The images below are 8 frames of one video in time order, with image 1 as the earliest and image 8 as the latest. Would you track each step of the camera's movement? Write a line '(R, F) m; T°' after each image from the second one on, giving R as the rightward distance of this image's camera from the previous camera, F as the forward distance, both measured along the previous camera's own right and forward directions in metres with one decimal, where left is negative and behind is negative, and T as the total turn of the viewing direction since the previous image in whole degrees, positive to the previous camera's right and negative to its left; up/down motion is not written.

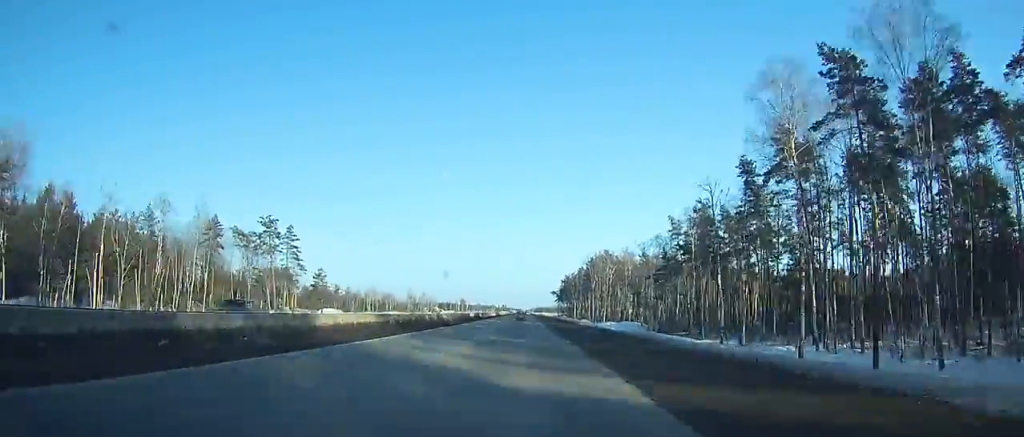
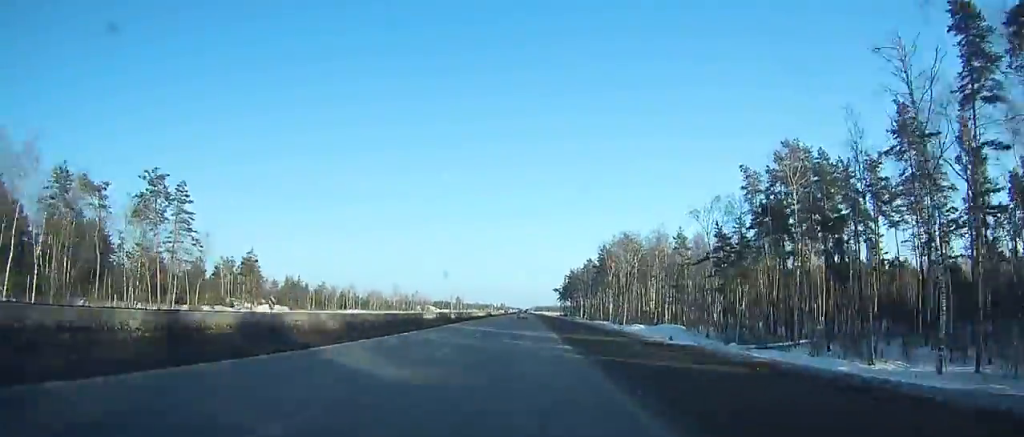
(-0.7, +34.3) m; 0°
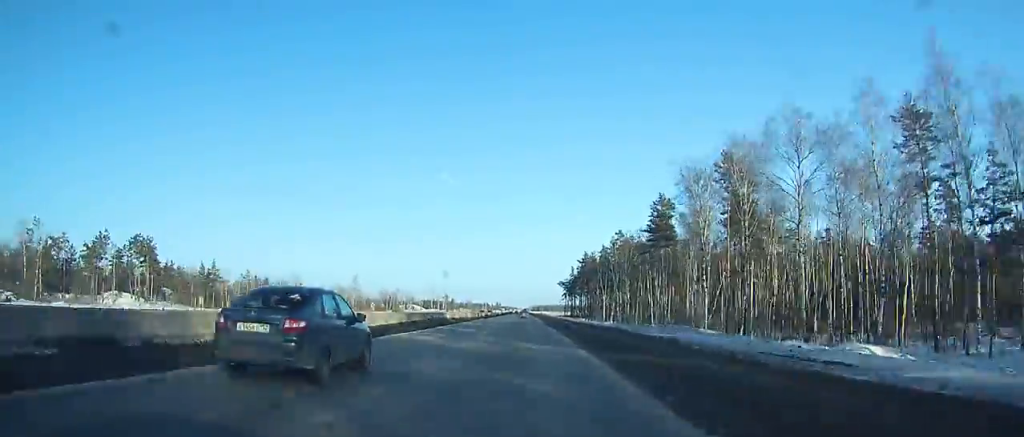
(0.0, +67.8) m; 0°
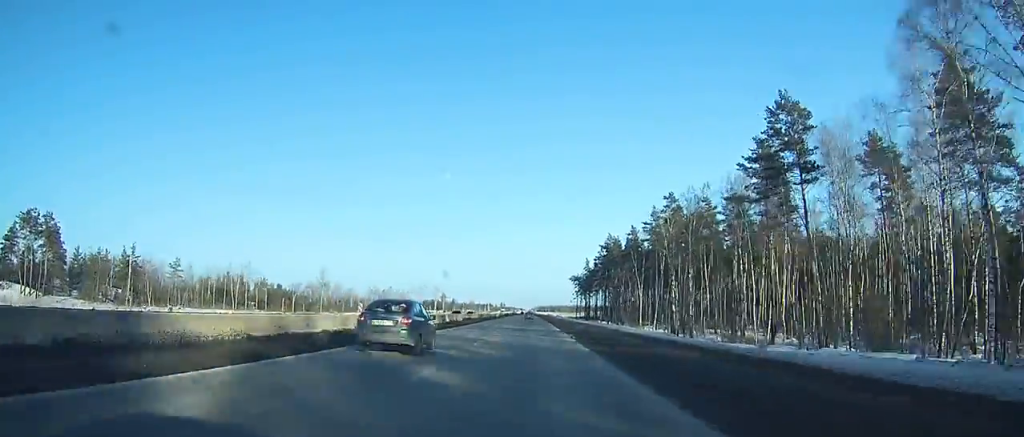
(+0.2, +42.1) m; 0°
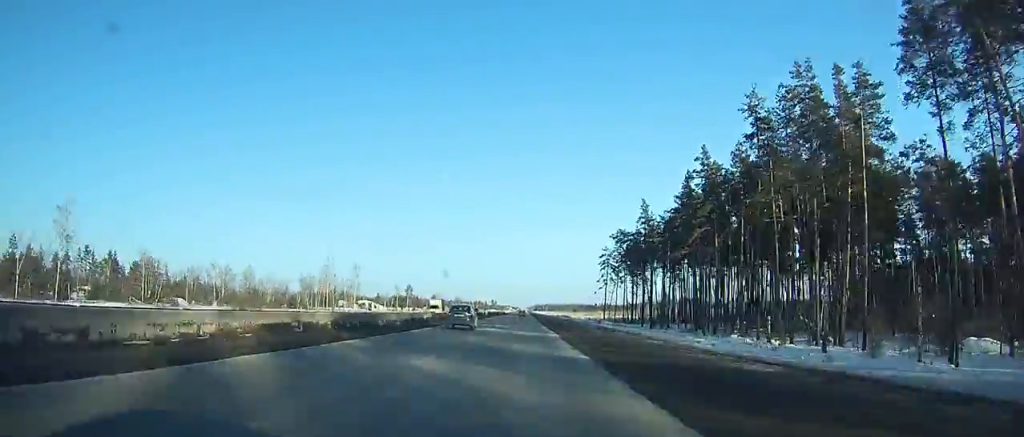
(+0.4, +115.2) m; 0°
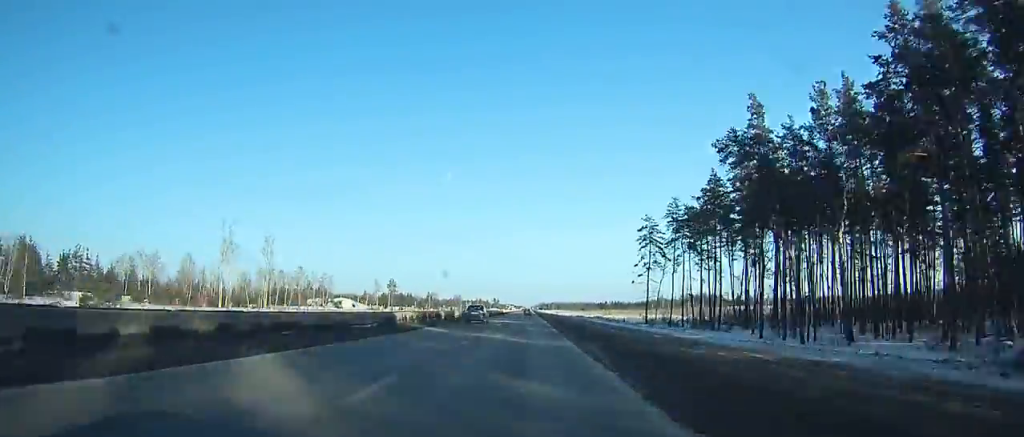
(-0.3, +52.4) m; 0°
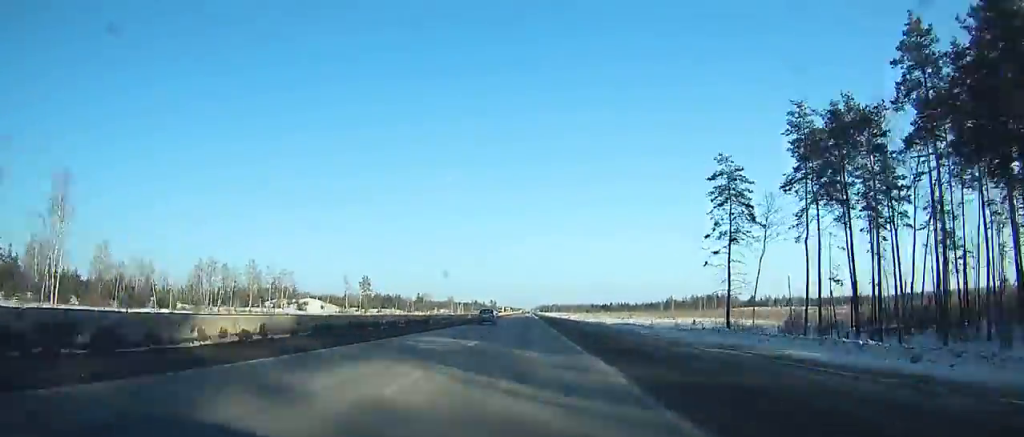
(0.0, +44.5) m; 0°
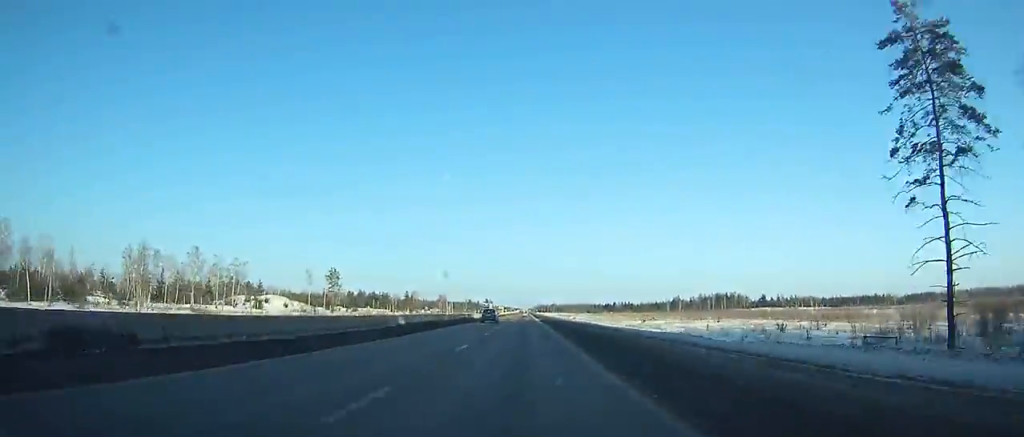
(0.0, +36.1) m; 0°
